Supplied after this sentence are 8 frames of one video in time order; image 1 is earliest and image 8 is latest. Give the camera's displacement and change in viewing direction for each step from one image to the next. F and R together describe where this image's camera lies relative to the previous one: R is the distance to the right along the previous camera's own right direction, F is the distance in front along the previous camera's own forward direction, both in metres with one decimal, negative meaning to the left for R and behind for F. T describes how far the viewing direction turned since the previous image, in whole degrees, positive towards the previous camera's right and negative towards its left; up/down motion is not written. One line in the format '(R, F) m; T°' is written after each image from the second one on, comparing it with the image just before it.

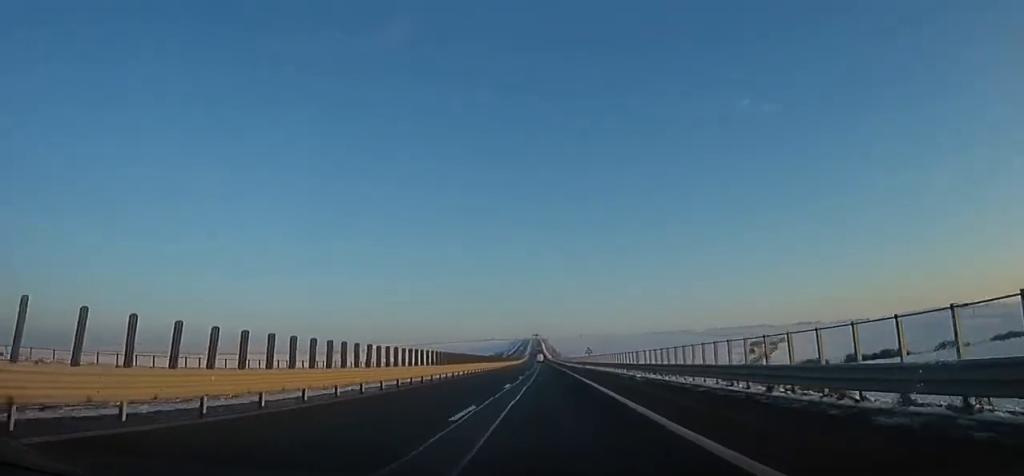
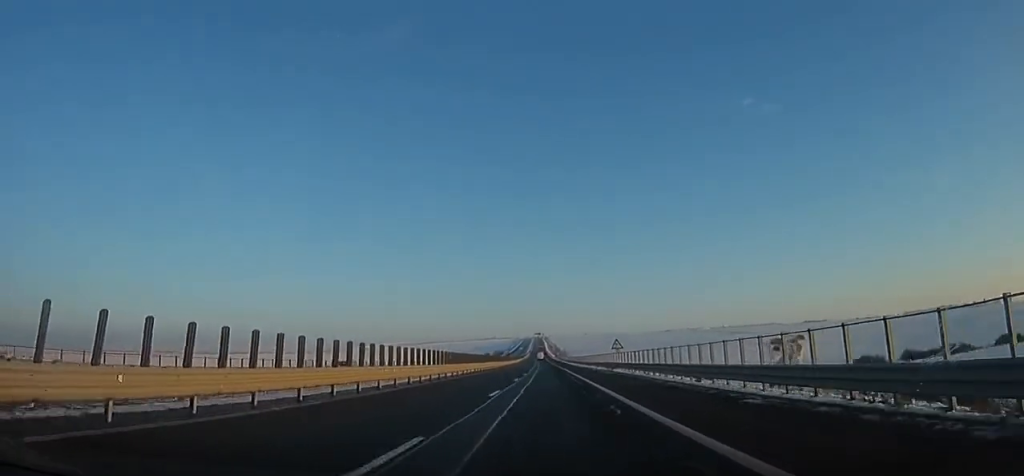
(-0.2, +29.4) m; 0°
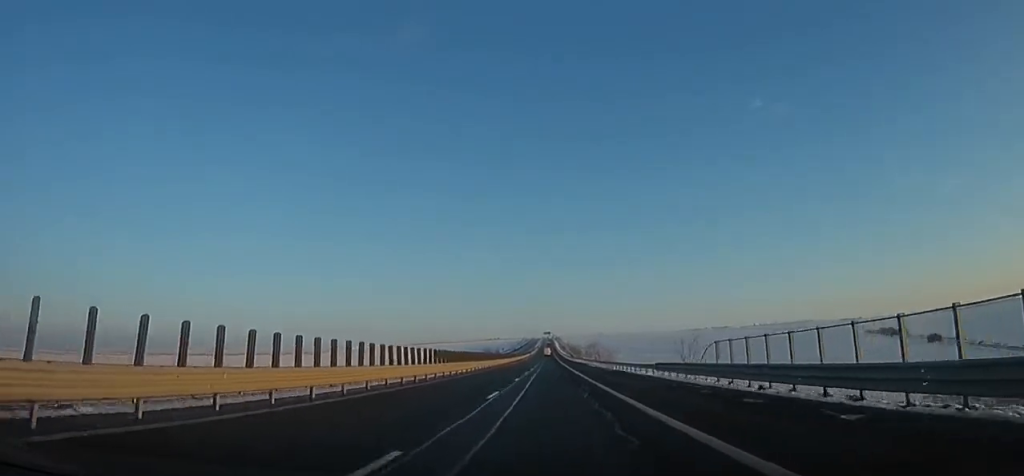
(-1.3, +109.2) m; -1°
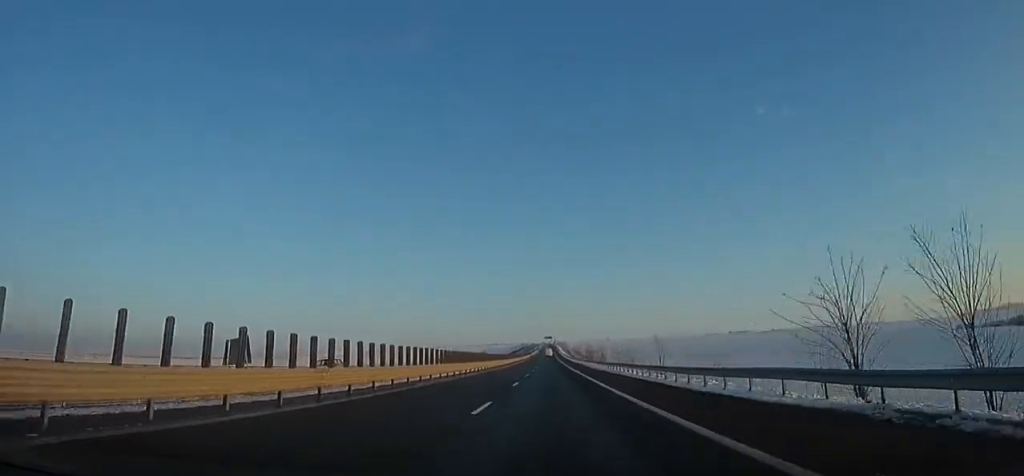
(0.0, +76.4) m; 0°
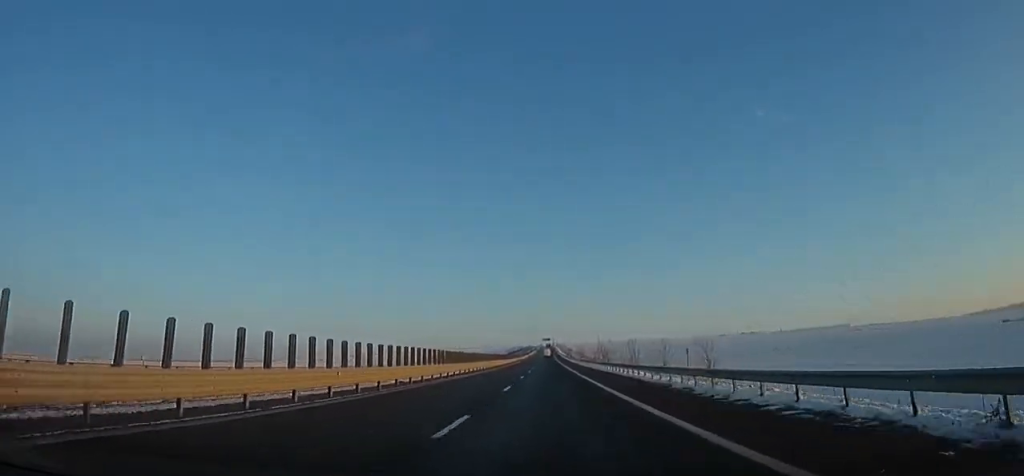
(+0.2, +39.6) m; 0°
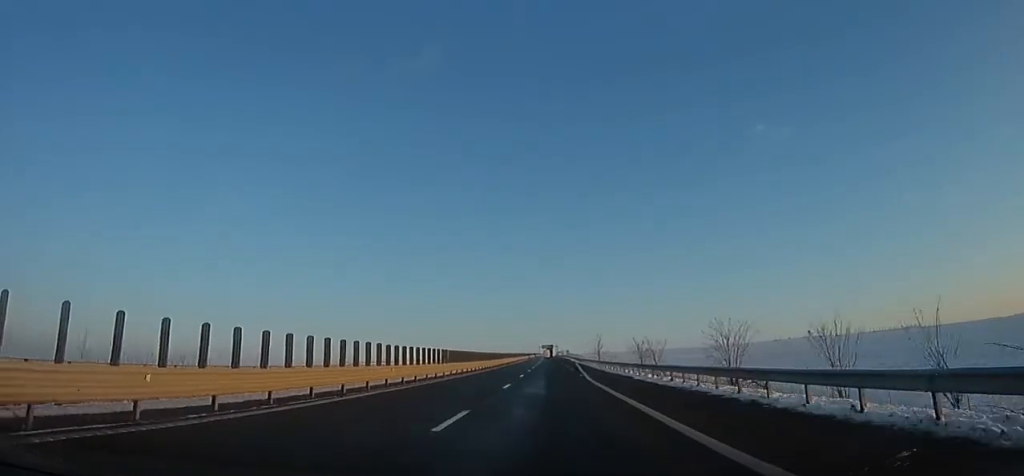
(+1.0, +153.5) m; 0°
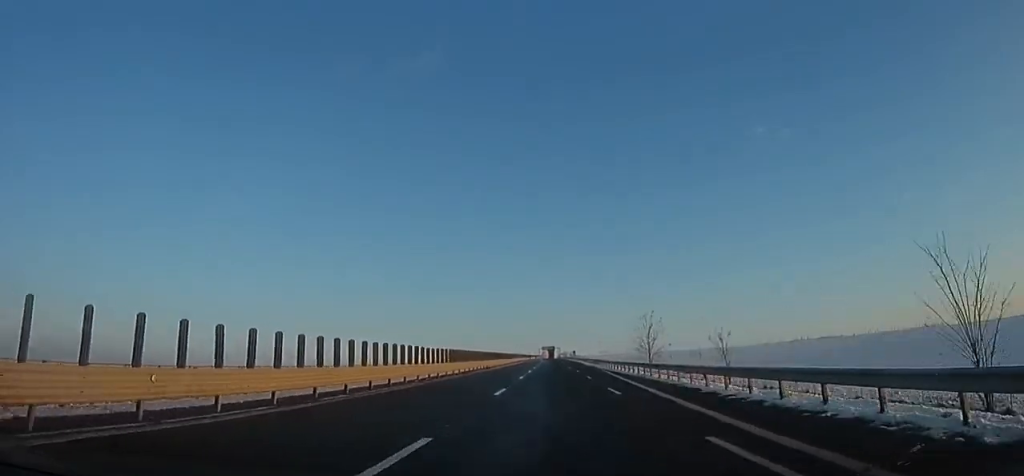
(0.0, +39.9) m; 0°
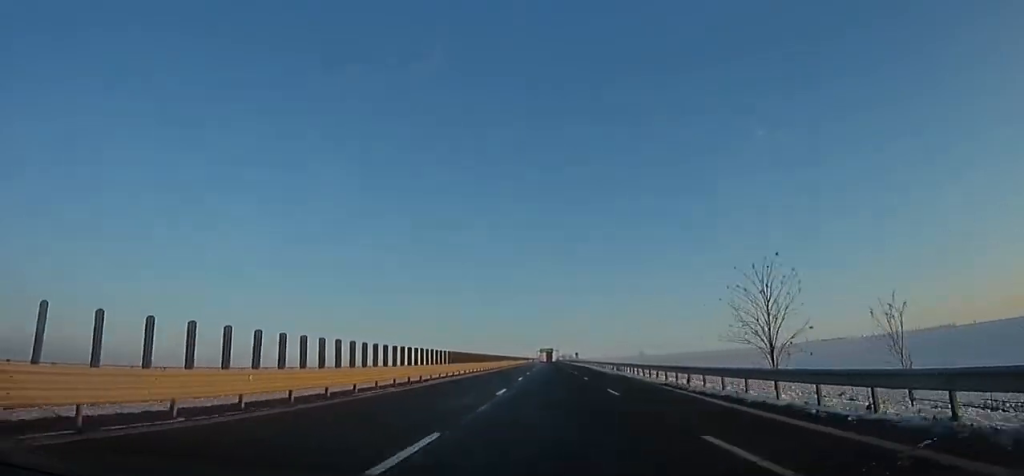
(+0.3, +24.0) m; 0°
